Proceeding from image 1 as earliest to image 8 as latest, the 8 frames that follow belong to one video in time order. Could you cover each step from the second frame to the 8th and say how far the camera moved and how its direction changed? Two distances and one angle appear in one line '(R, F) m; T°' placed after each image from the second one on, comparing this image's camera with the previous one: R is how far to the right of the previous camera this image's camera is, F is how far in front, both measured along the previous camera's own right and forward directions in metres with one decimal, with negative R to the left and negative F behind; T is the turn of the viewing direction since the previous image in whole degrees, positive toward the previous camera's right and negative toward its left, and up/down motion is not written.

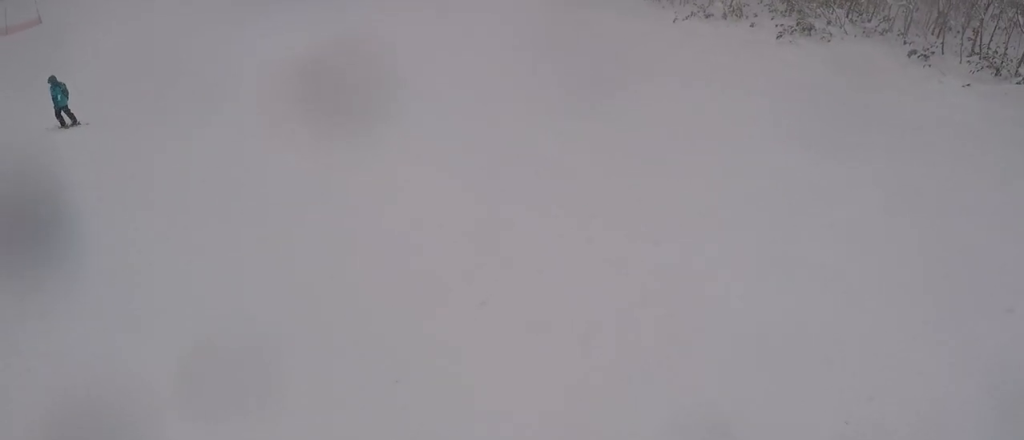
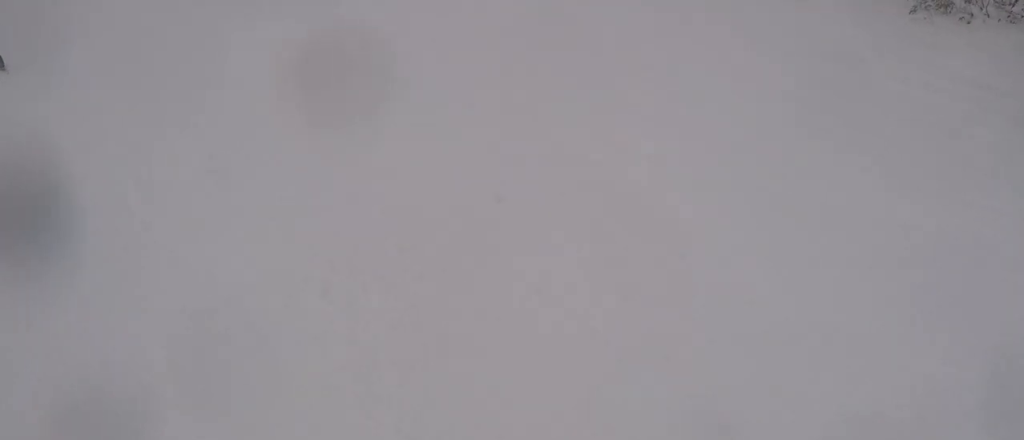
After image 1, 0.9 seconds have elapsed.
(-1.1, +4.6) m; -15°
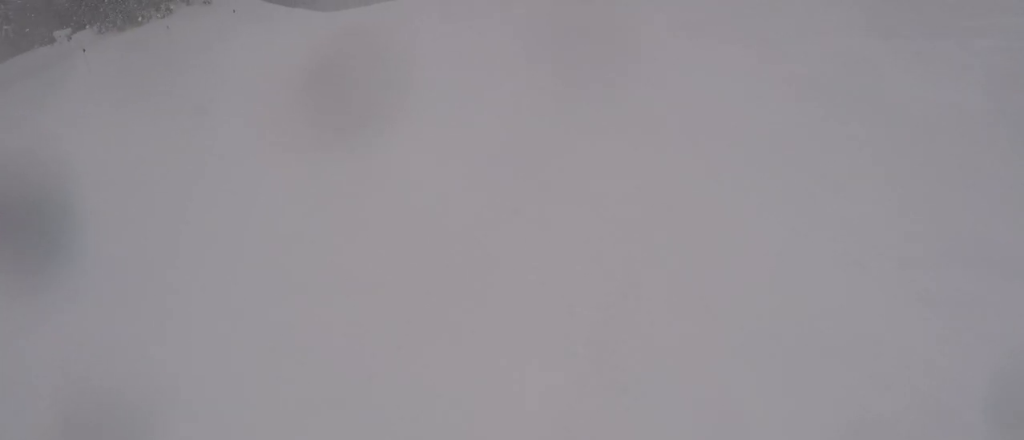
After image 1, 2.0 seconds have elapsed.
(-0.5, +7.1) m; +5°
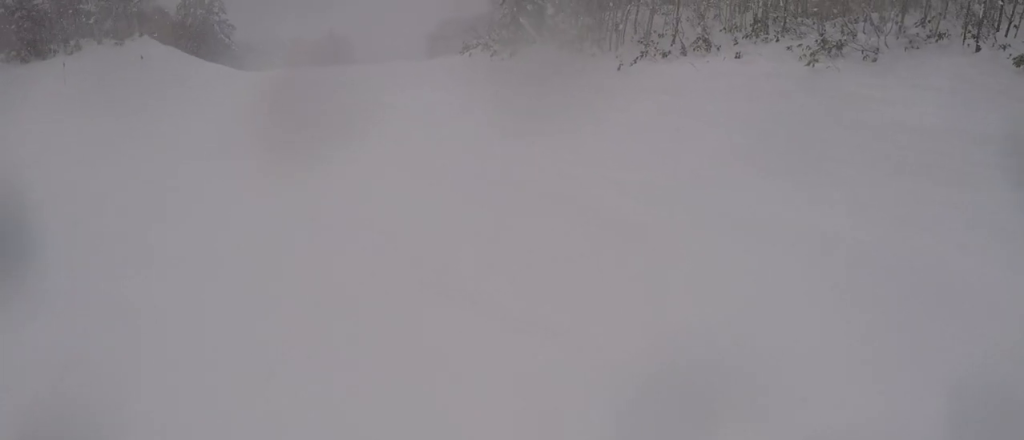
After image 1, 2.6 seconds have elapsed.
(+0.4, +4.6) m; +5°
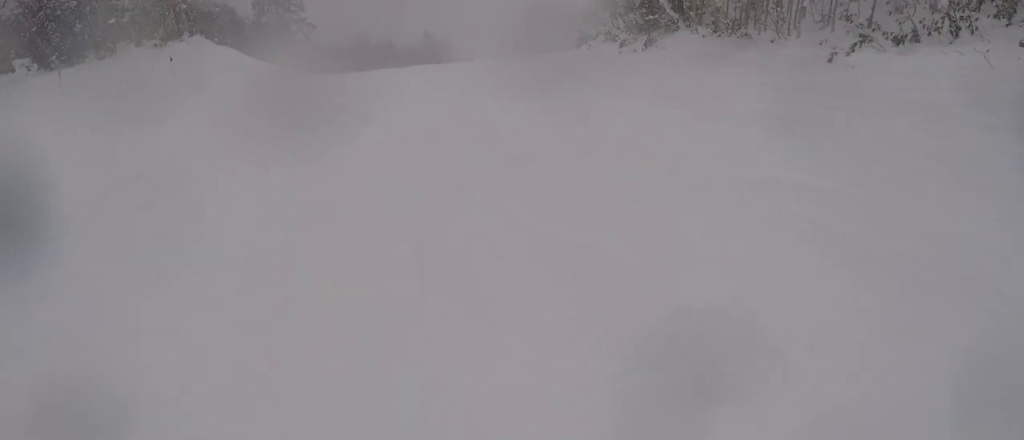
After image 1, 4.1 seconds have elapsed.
(+0.6, +12.4) m; -7°
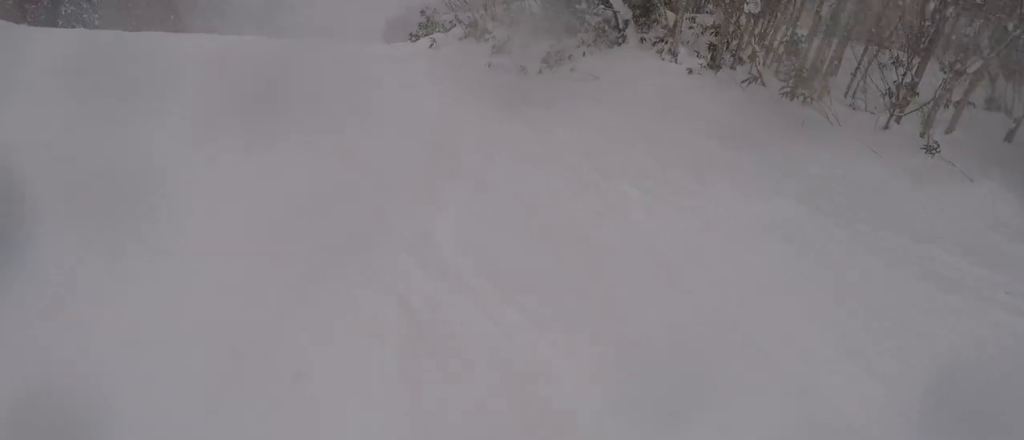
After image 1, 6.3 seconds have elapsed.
(+3.3, +19.6) m; +17°
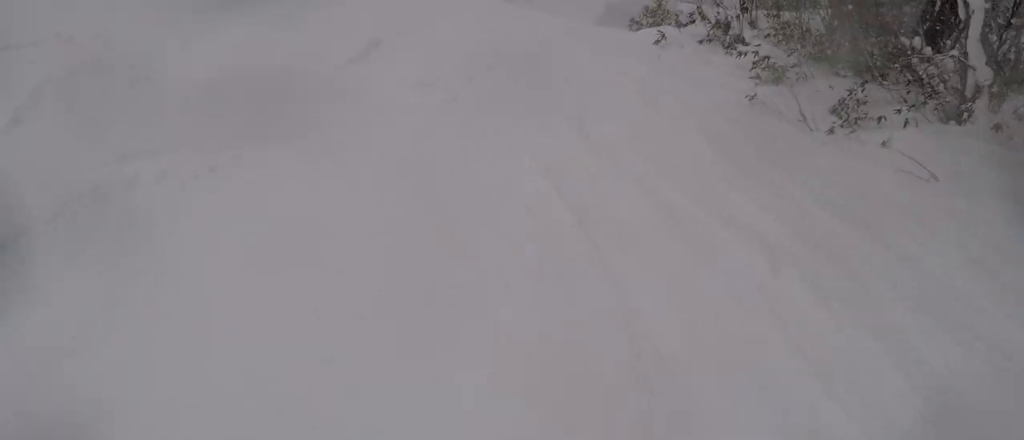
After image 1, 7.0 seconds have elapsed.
(-0.8, +6.5) m; -20°
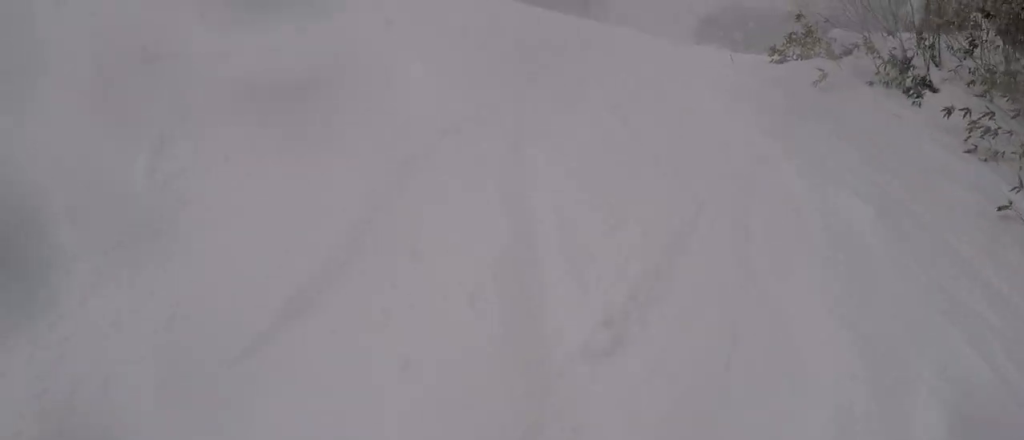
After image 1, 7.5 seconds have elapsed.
(-0.7, +3.8) m; -8°
